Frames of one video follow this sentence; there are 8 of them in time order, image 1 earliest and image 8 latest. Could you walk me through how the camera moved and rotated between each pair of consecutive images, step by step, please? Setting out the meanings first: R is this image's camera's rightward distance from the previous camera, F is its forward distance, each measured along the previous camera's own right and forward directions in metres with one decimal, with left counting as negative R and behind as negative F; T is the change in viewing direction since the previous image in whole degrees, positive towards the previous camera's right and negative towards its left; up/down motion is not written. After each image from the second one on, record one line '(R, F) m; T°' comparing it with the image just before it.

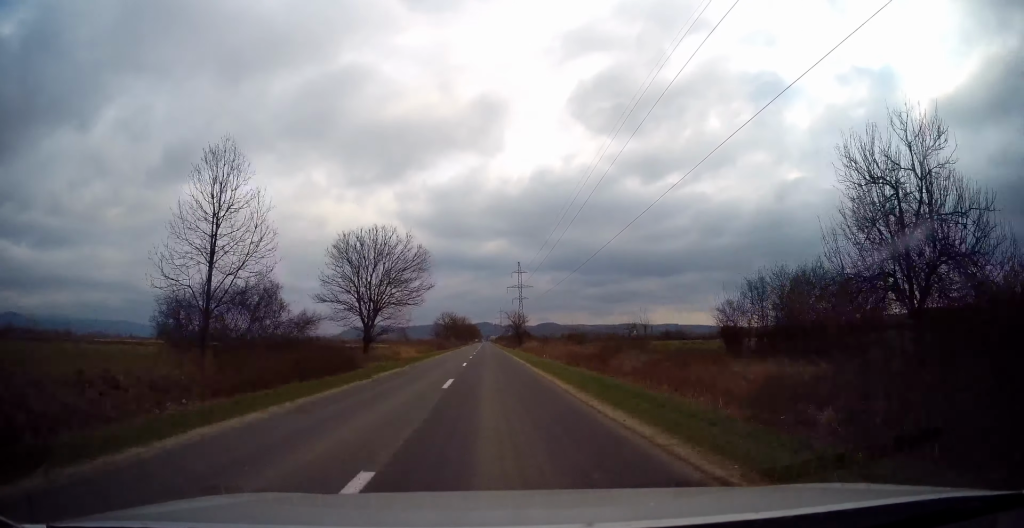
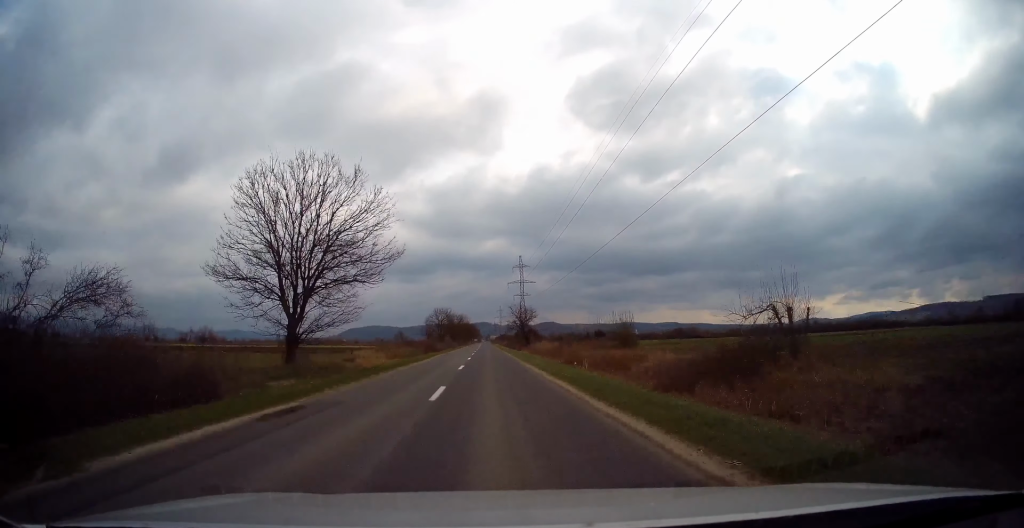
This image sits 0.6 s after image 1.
(-0.1, +14.7) m; 0°
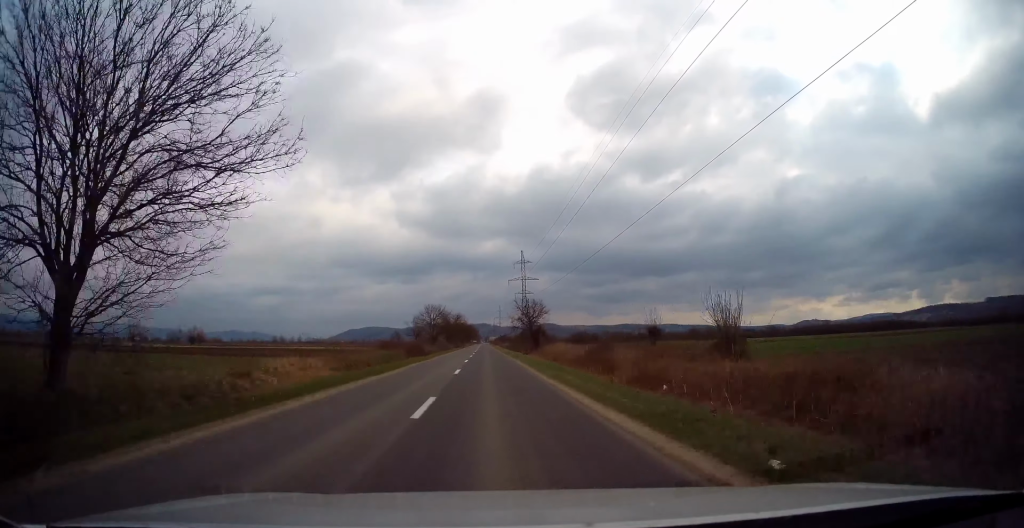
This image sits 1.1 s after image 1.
(-0.4, +13.9) m; +1°
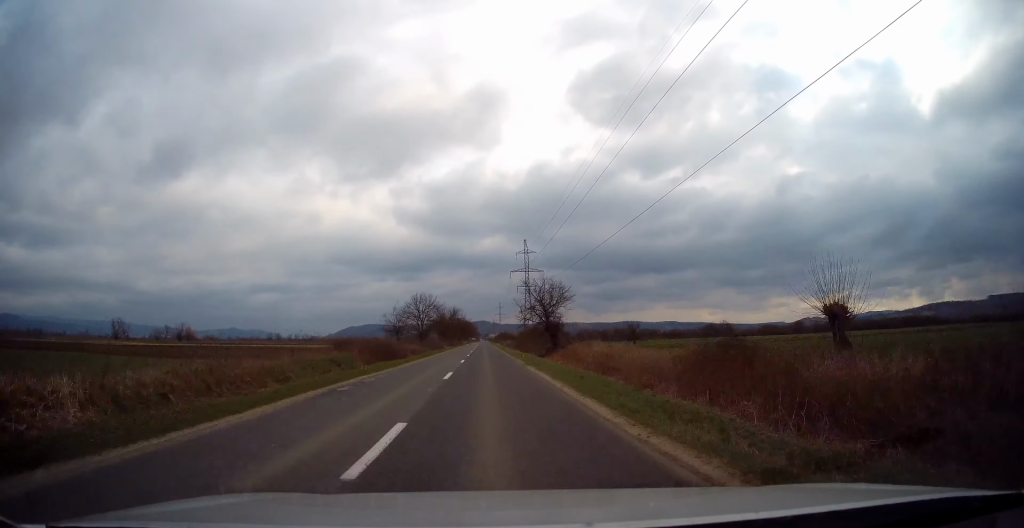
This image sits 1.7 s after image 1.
(+0.3, +15.7) m; 0°
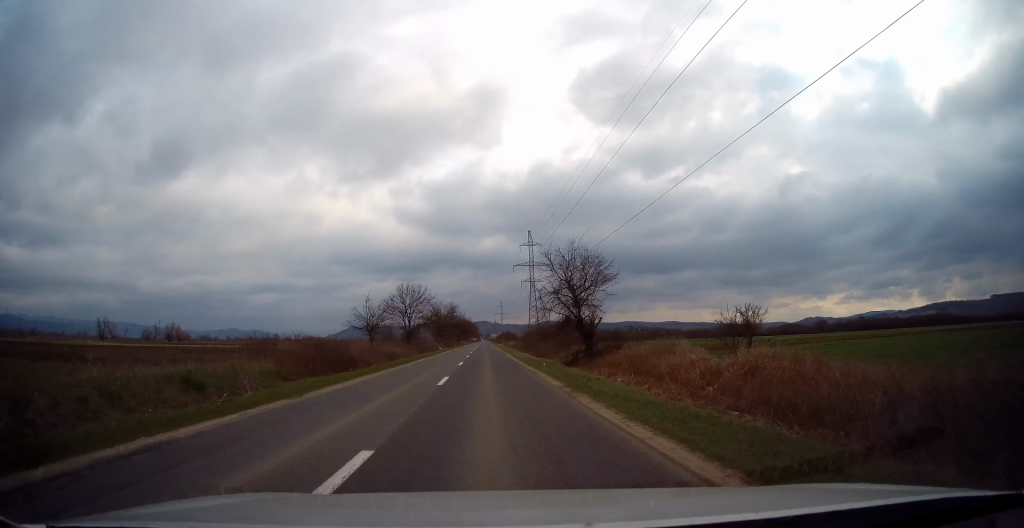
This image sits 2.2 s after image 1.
(+0.6, +14.0) m; 0°
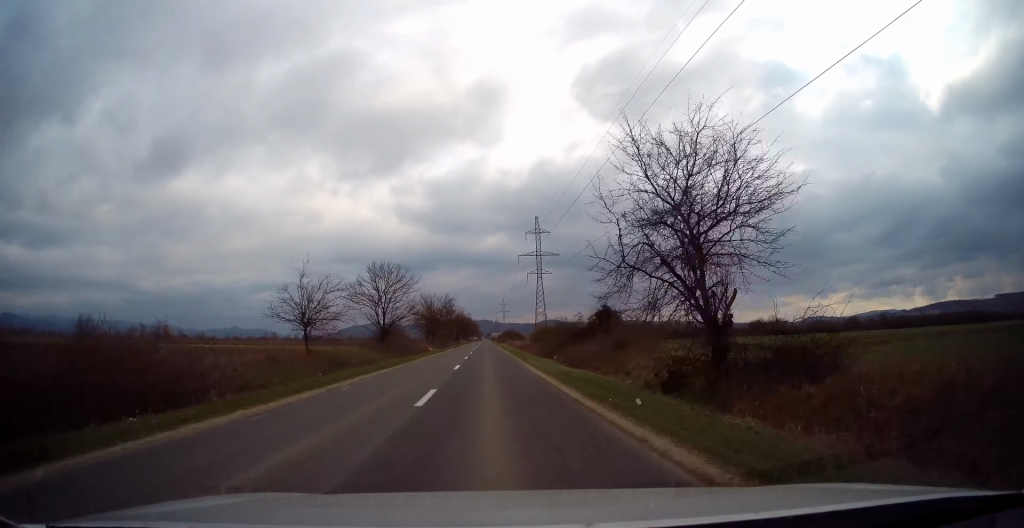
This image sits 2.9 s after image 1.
(-0.6, +16.7) m; -1°
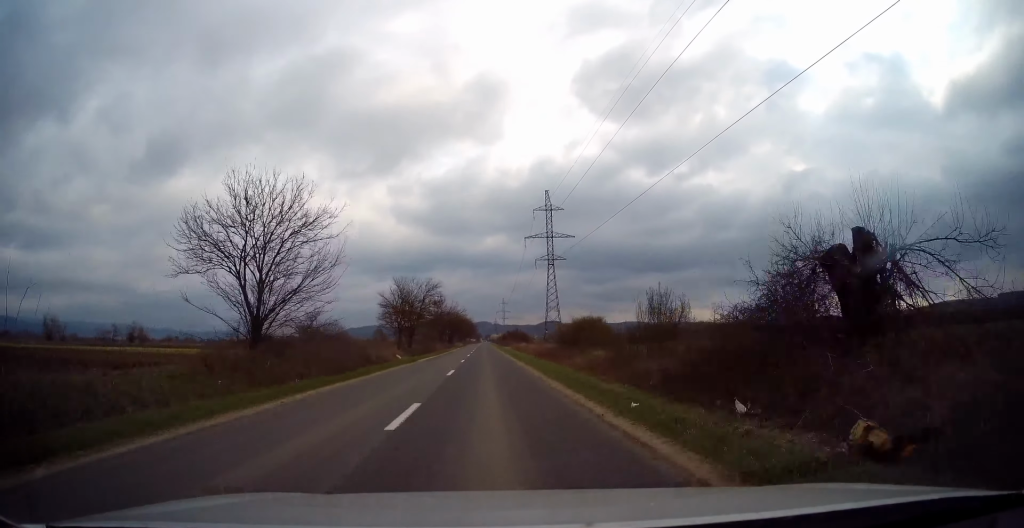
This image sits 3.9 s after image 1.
(-0.1, +26.5) m; 0°
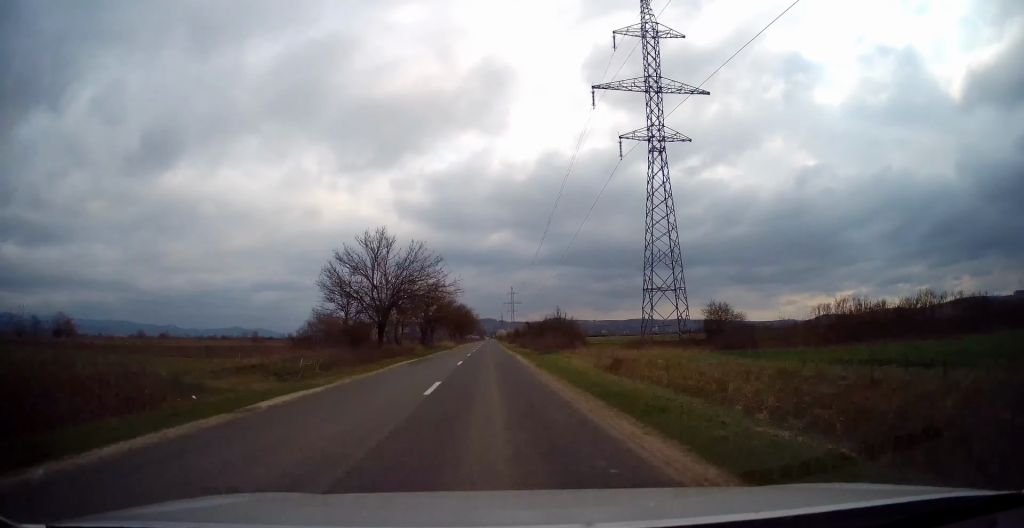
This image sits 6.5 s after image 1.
(-0.7, +68.9) m; -1°
